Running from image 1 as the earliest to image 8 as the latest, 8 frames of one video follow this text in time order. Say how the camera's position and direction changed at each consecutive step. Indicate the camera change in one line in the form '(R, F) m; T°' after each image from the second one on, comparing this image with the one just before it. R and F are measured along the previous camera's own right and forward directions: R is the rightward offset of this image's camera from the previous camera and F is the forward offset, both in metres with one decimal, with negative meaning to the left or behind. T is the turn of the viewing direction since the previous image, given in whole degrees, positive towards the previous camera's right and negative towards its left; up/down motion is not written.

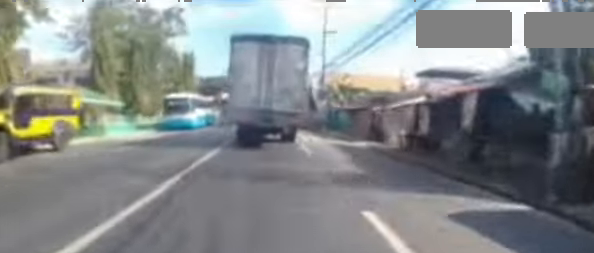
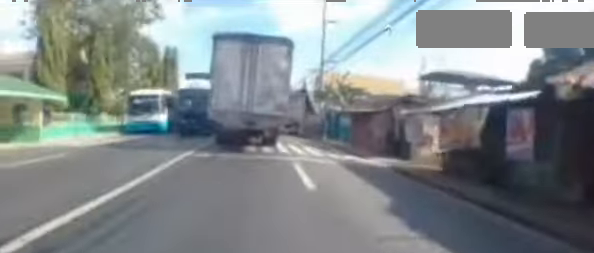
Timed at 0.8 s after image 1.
(-0.1, +4.8) m; -4°
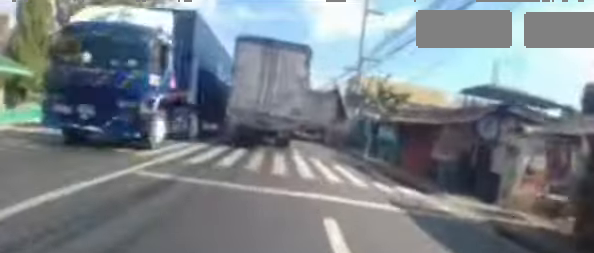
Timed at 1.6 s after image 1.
(-0.1, +4.5) m; -5°
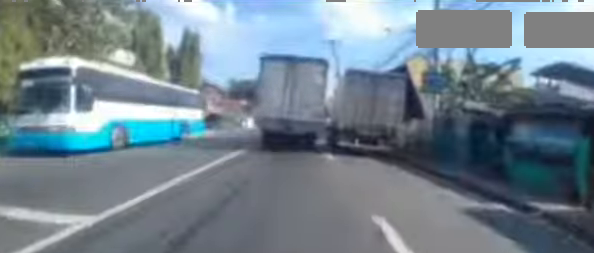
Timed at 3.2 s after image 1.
(-0.1, +9.4) m; 0°
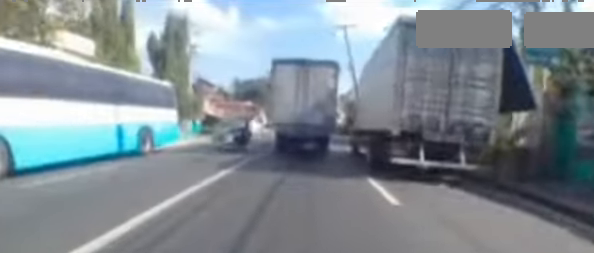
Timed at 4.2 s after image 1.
(-0.3, +5.6) m; 0°
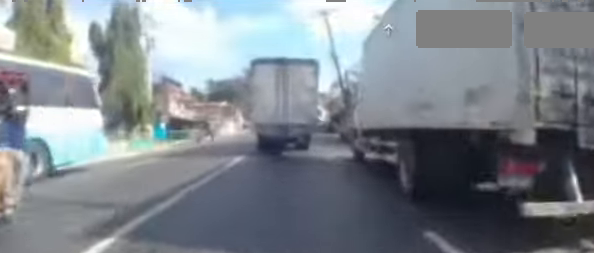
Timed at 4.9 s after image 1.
(+0.1, +4.1) m; 0°
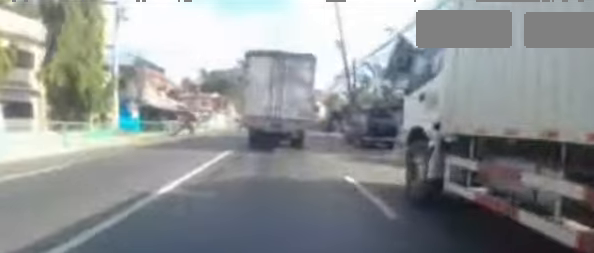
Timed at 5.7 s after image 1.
(+0.2, +5.0) m; 0°
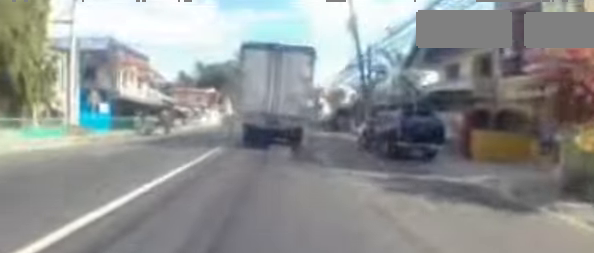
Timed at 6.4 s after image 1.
(-0.4, +4.5) m; 0°
